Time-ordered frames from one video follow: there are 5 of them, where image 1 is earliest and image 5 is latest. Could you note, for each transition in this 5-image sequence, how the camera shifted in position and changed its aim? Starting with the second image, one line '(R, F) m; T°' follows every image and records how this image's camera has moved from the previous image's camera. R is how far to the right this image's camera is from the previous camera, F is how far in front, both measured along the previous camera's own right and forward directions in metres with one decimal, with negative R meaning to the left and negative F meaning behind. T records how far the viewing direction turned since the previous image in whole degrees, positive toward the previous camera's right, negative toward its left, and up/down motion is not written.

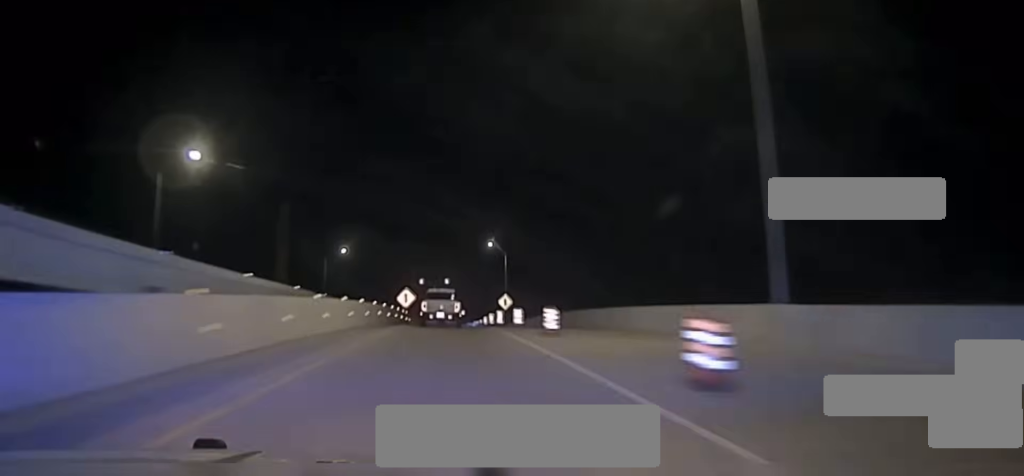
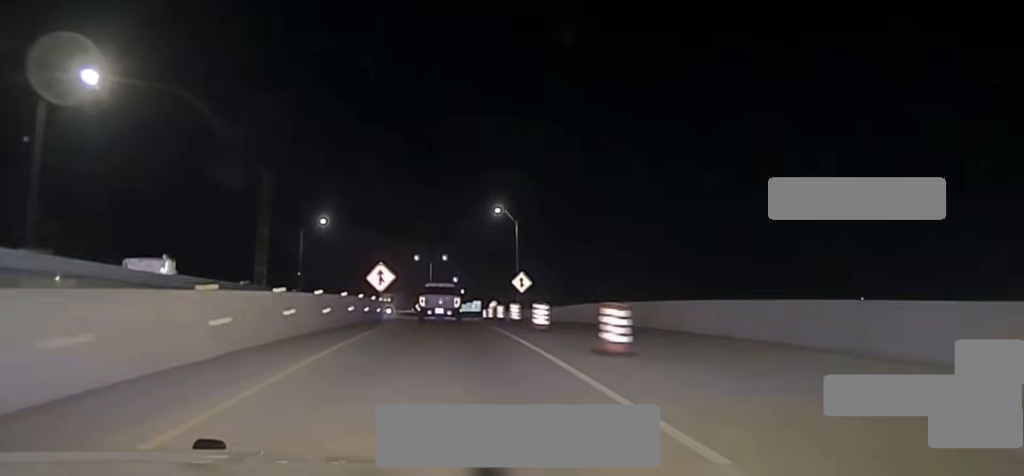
(-0.3, +26.3) m; 0°
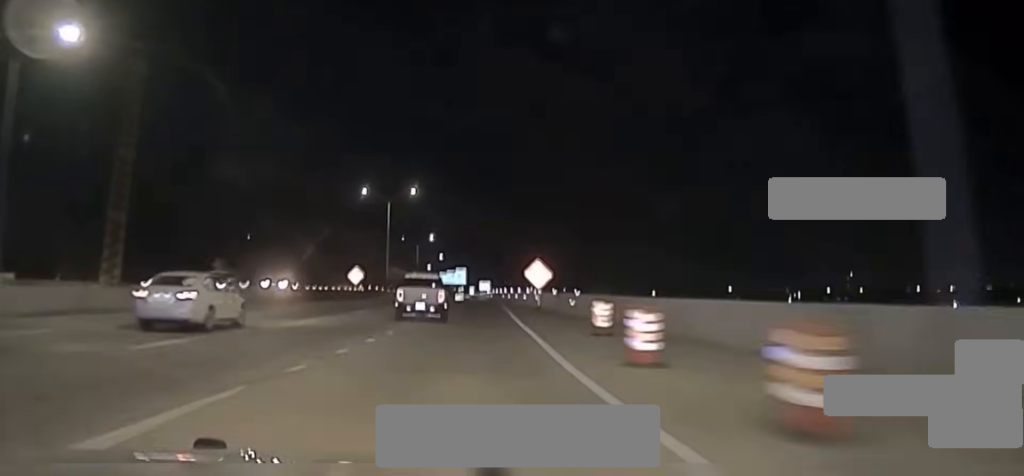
(+1.2, +98.7) m; +1°
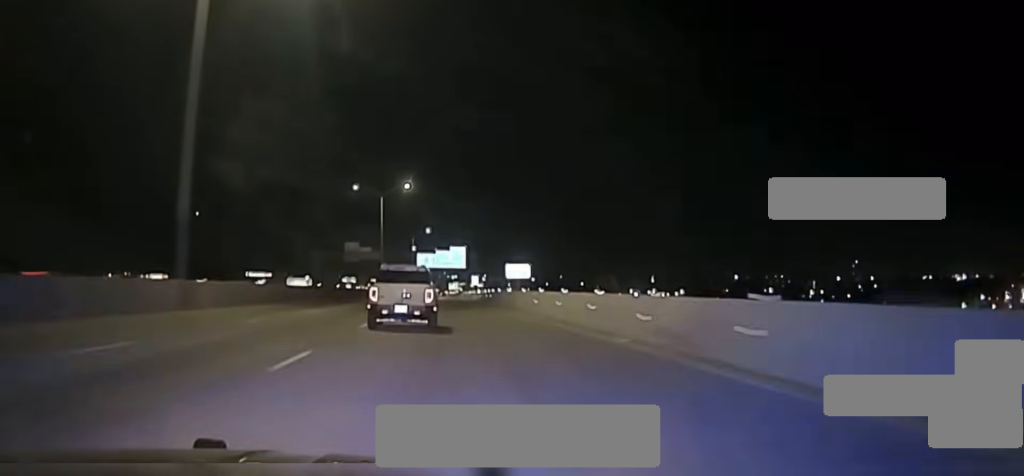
(+1.1, +99.5) m; +1°
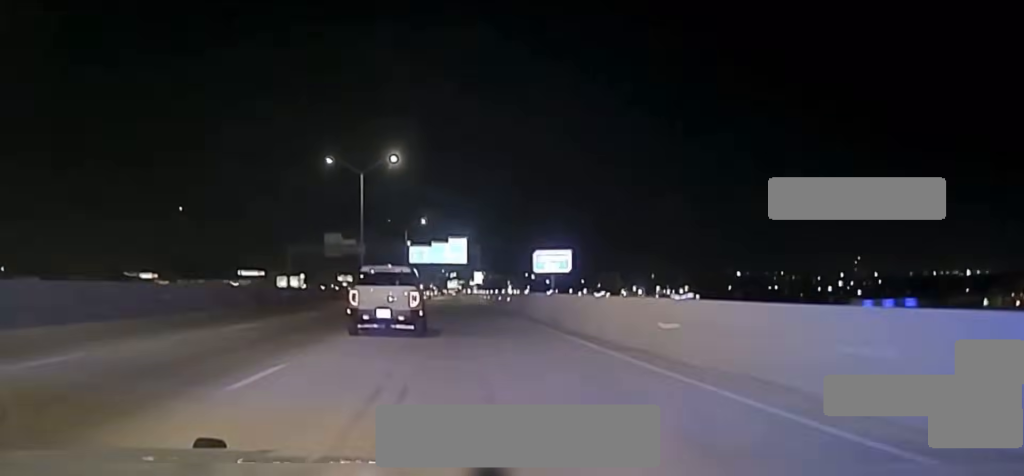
(+0.3, +26.2) m; 0°
